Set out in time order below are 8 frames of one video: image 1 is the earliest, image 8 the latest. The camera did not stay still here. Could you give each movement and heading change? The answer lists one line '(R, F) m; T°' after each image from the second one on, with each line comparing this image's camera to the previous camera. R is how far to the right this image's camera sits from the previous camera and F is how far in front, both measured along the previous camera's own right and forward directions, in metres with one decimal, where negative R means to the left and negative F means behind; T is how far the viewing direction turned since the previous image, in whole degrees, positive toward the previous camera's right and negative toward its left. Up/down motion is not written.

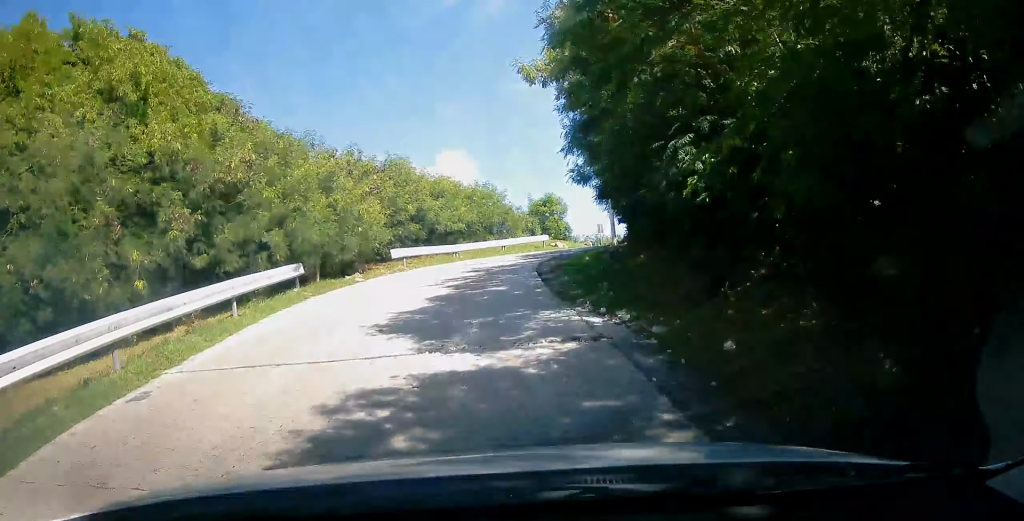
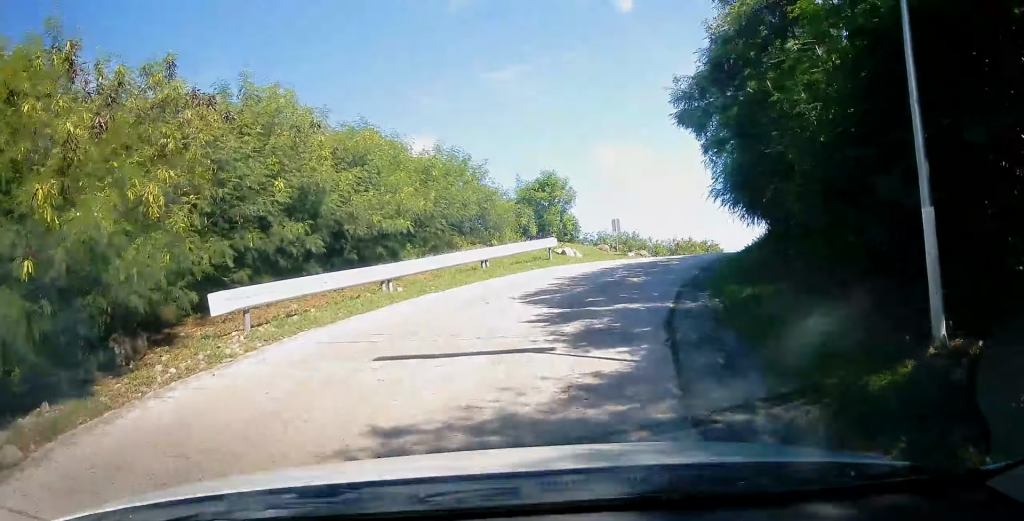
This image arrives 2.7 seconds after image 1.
(-0.5, +13.0) m; +3°
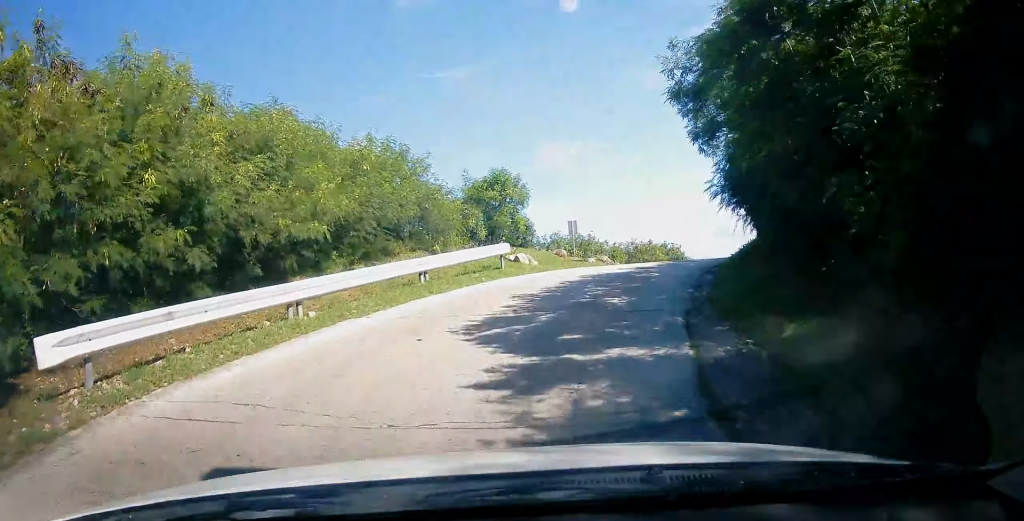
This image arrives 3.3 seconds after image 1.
(+0.1, +2.8) m; +5°
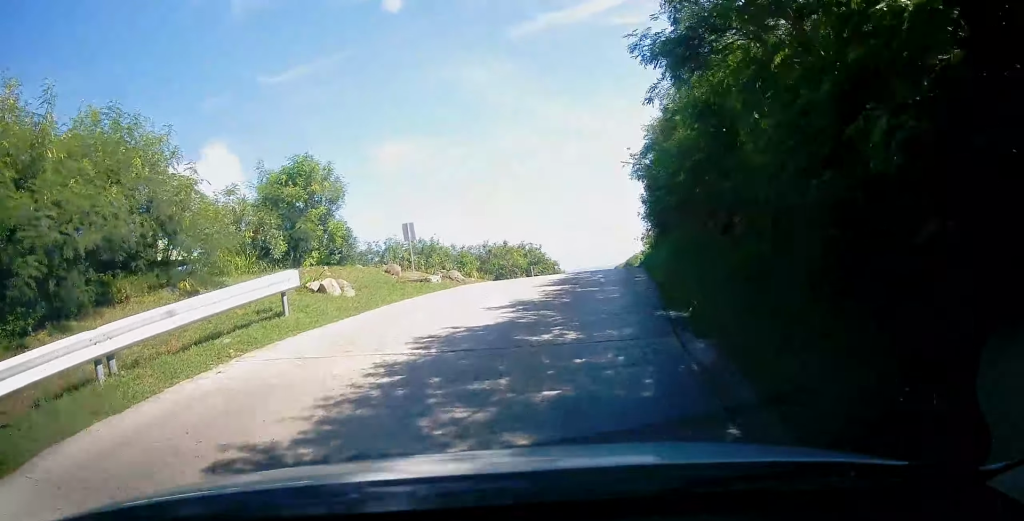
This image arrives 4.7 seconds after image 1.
(+0.7, +6.8) m; +12°
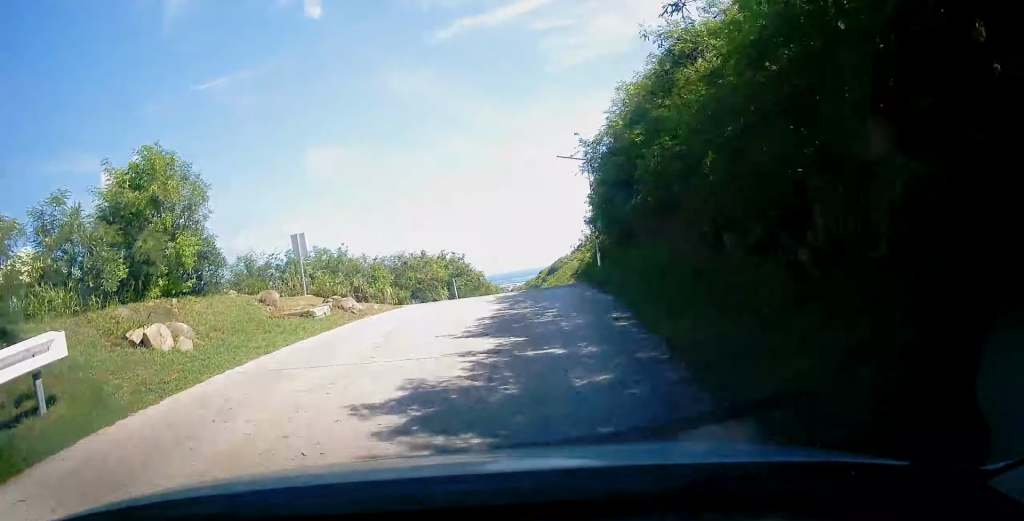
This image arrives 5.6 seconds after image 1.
(+0.3, +4.6) m; +8°
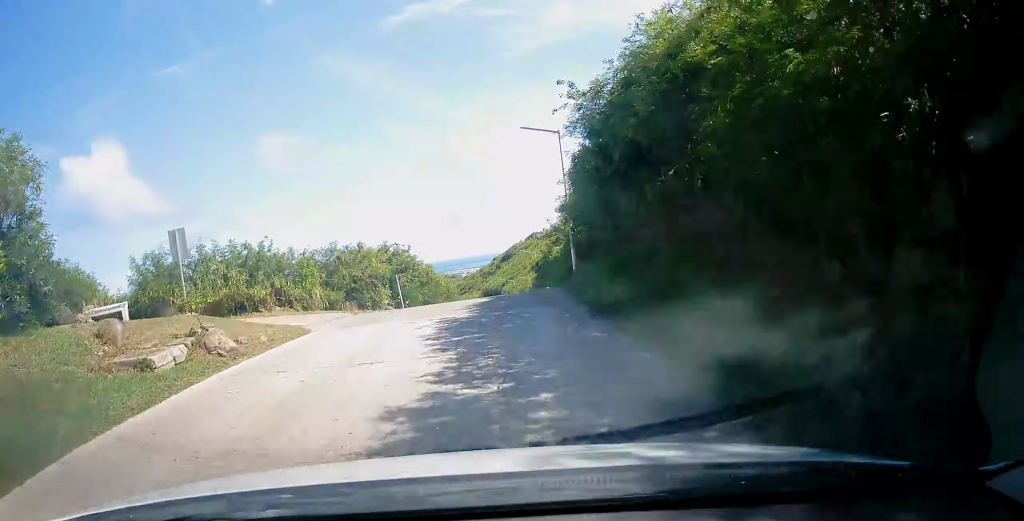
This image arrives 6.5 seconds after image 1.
(+0.4, +4.8) m; +5°
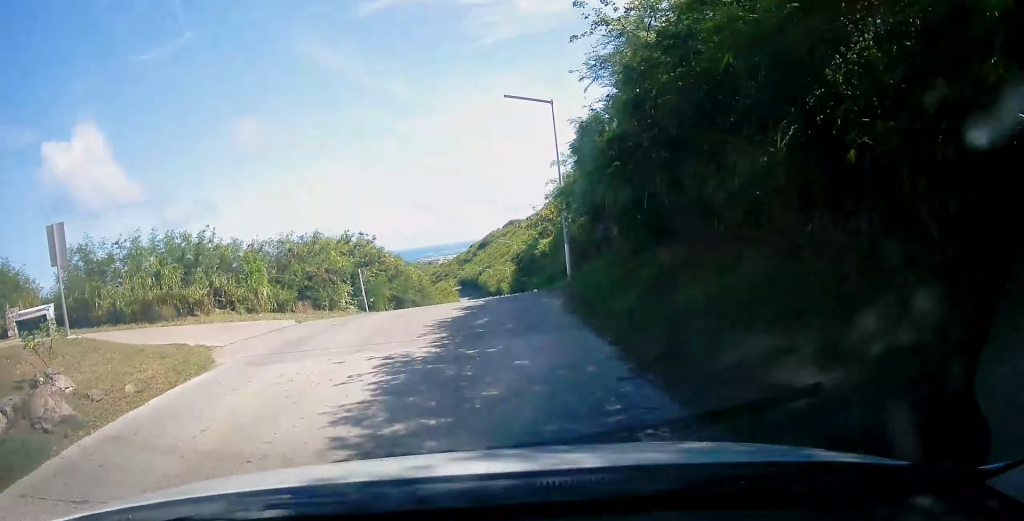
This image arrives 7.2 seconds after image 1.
(0.0, +3.5) m; +4°
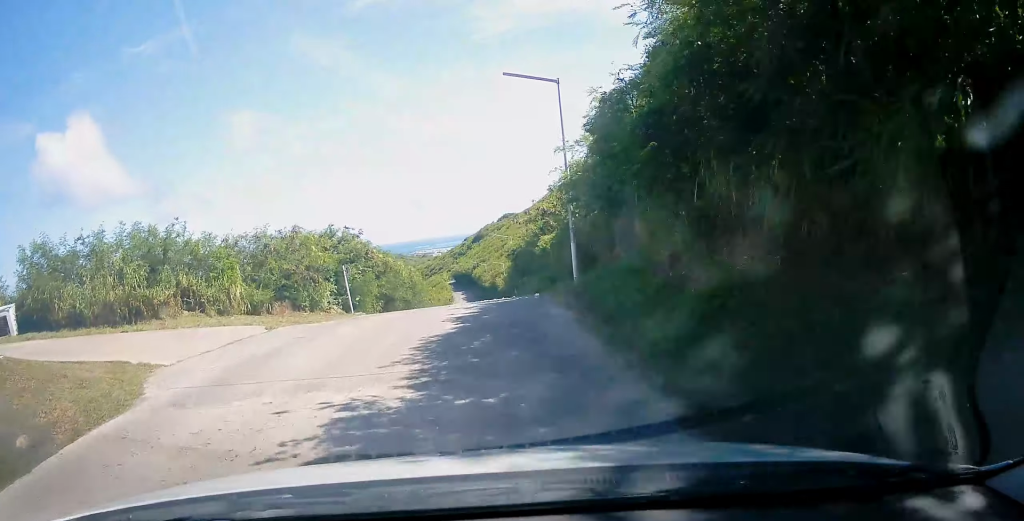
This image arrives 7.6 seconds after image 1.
(0.0, +2.0) m; +2°
